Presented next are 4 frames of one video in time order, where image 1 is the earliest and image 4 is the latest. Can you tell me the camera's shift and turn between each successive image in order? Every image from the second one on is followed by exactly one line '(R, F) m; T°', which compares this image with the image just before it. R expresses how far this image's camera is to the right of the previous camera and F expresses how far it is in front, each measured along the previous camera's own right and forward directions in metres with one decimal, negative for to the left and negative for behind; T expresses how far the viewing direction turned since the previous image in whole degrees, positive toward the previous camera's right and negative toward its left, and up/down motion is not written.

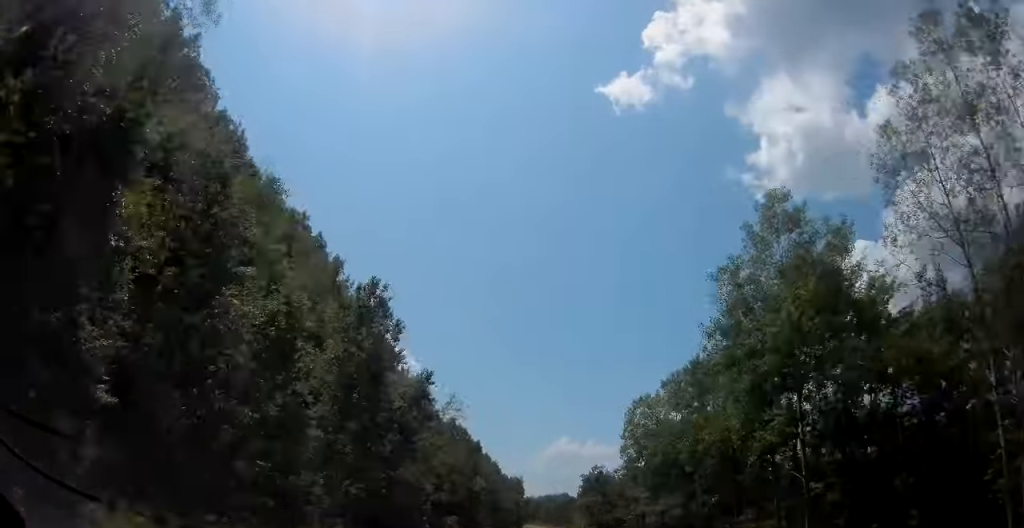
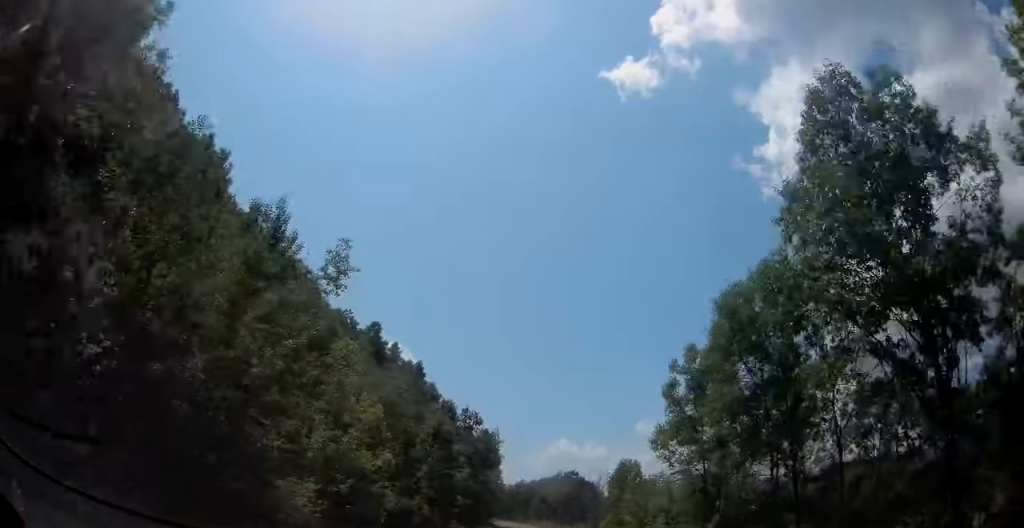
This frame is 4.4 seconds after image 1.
(-0.4, +108.3) m; 0°
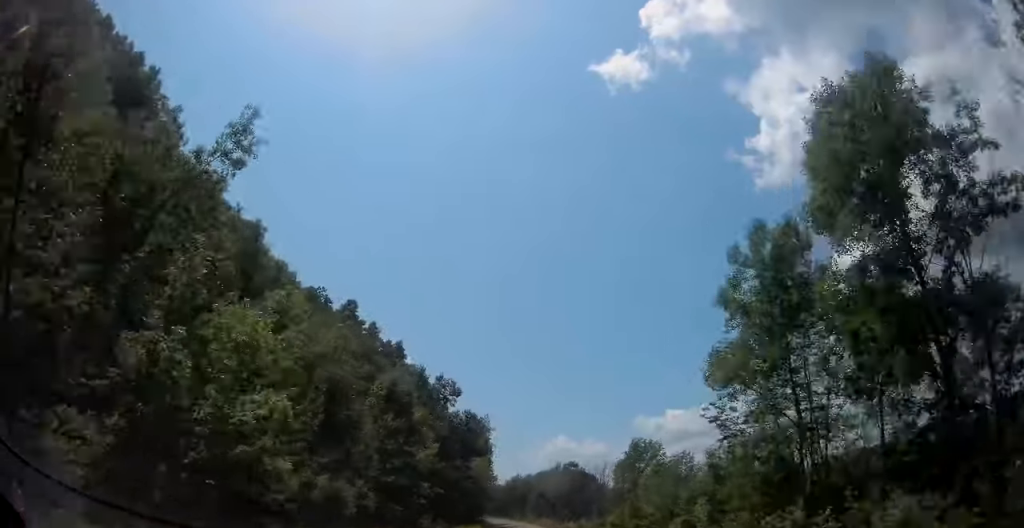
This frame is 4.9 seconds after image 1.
(0.0, +13.4) m; 0°
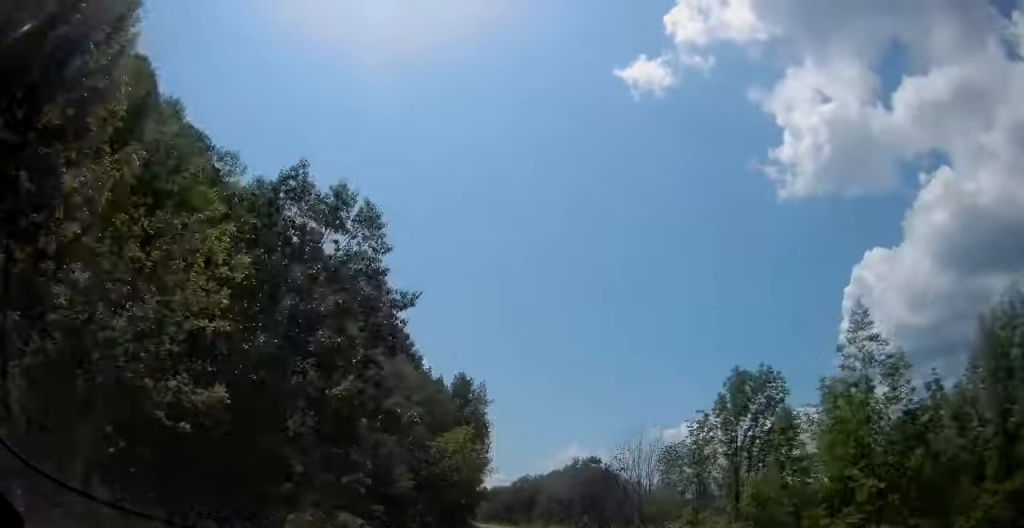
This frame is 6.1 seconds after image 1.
(-0.4, +31.1) m; -2°
